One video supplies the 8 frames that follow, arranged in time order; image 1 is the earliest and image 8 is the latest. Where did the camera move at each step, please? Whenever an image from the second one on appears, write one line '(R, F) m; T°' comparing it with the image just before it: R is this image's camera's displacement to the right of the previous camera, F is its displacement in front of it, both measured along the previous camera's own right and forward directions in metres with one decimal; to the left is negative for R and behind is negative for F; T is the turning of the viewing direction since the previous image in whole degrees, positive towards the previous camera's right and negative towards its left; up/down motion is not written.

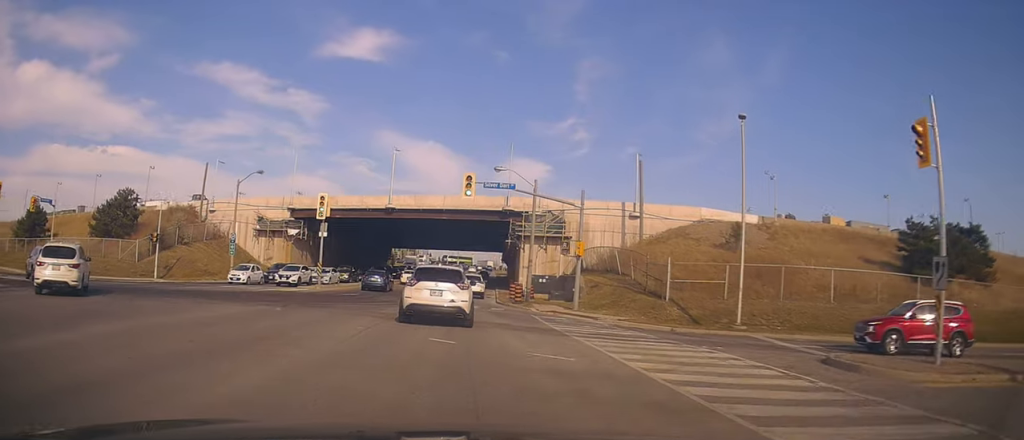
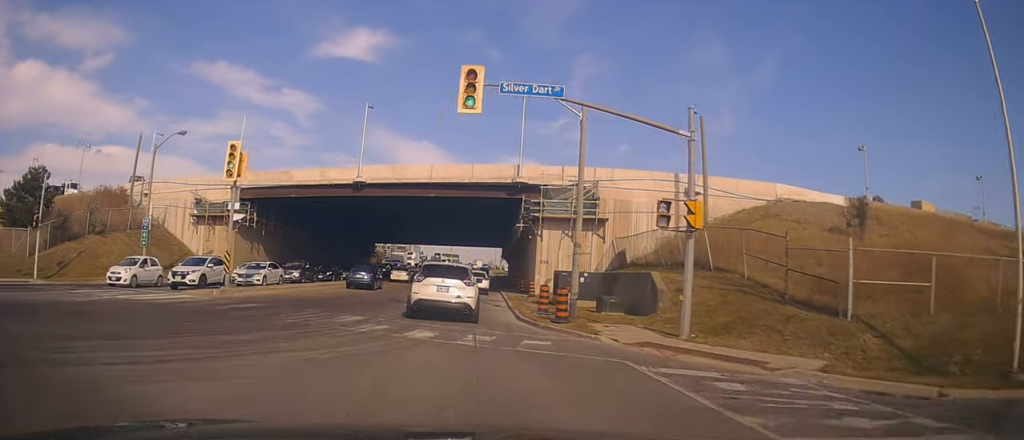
(+0.7, +14.6) m; +4°
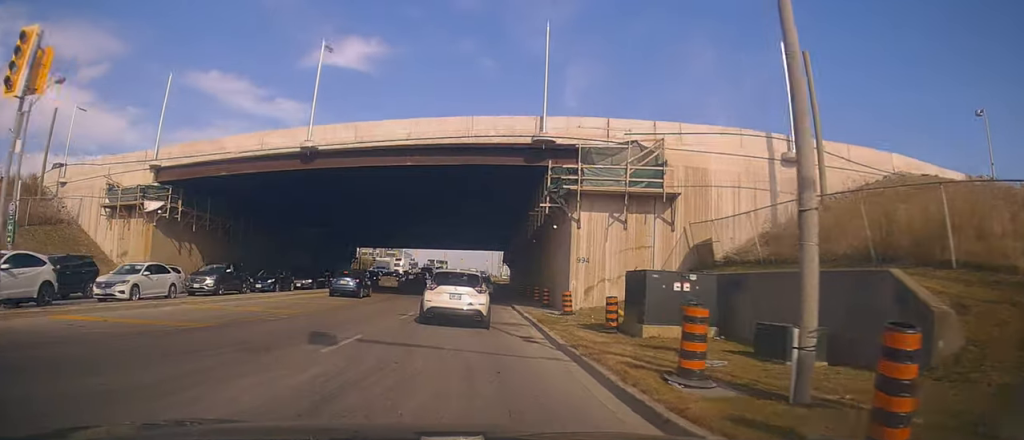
(0.0, +13.8) m; +3°
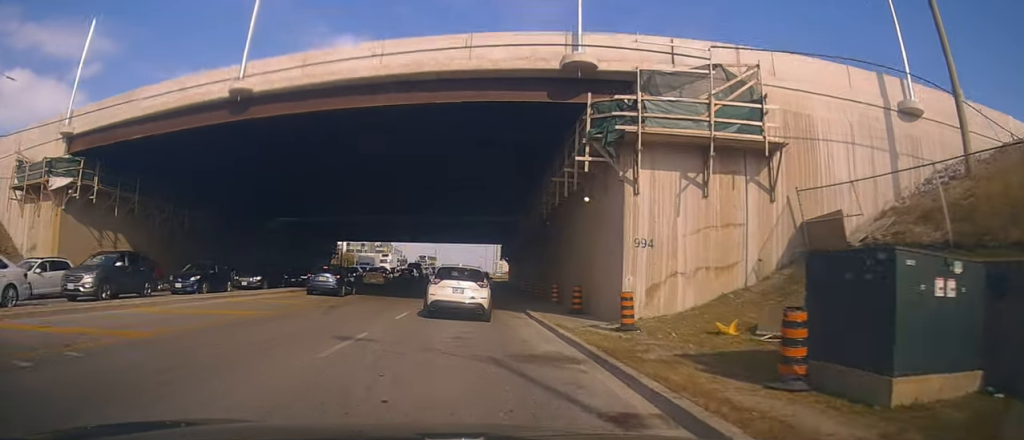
(+0.7, +9.4) m; 0°
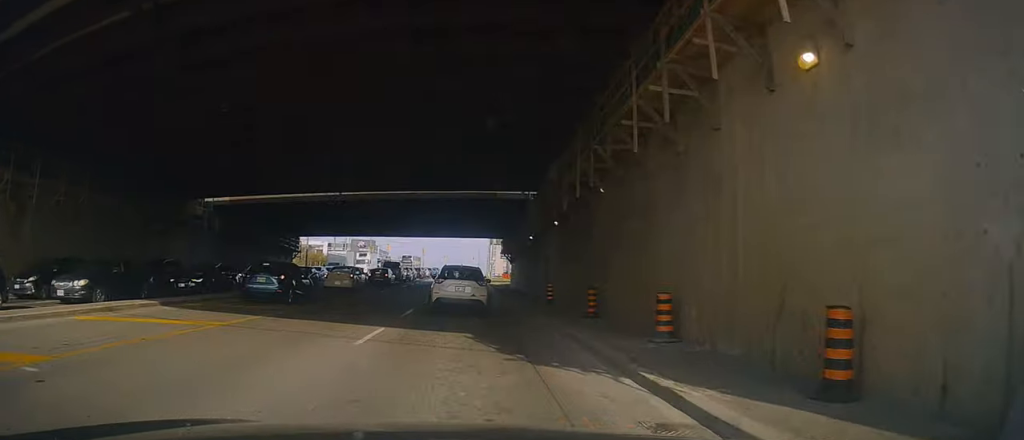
(-0.9, +15.5) m; -2°
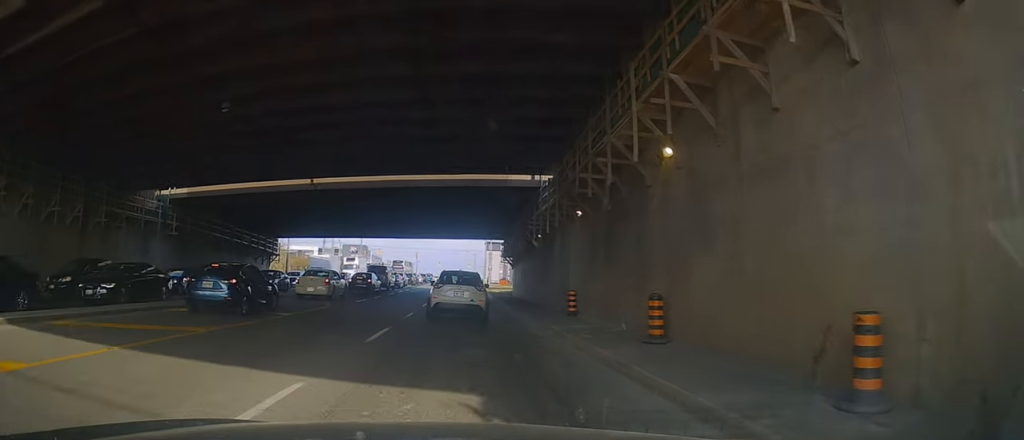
(+0.2, +6.1) m; +2°
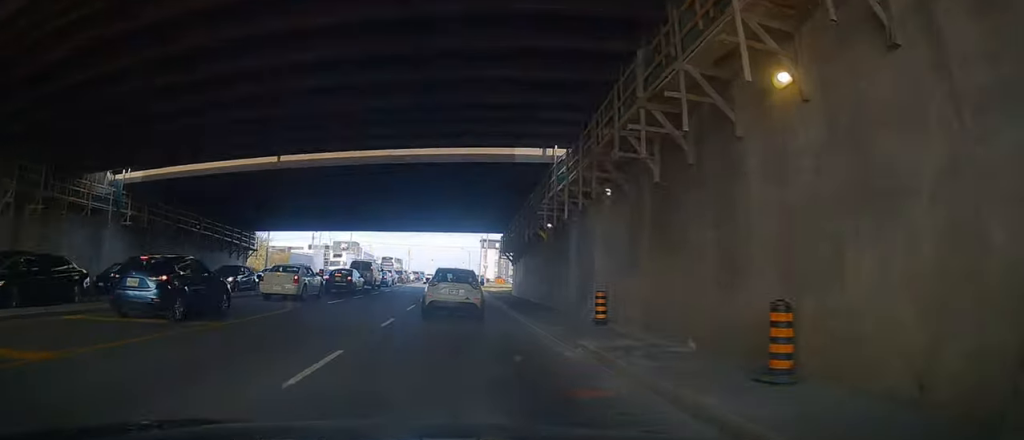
(0.0, +4.9) m; +2°
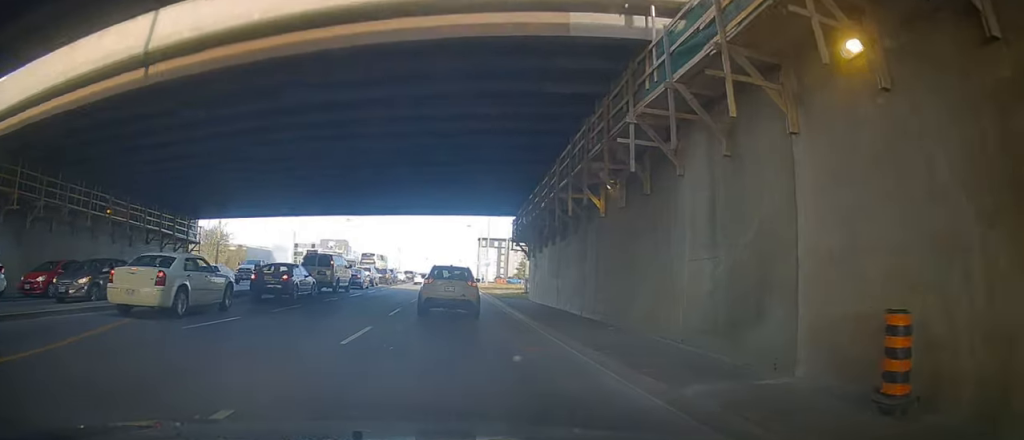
(+0.4, +11.8) m; +4°
